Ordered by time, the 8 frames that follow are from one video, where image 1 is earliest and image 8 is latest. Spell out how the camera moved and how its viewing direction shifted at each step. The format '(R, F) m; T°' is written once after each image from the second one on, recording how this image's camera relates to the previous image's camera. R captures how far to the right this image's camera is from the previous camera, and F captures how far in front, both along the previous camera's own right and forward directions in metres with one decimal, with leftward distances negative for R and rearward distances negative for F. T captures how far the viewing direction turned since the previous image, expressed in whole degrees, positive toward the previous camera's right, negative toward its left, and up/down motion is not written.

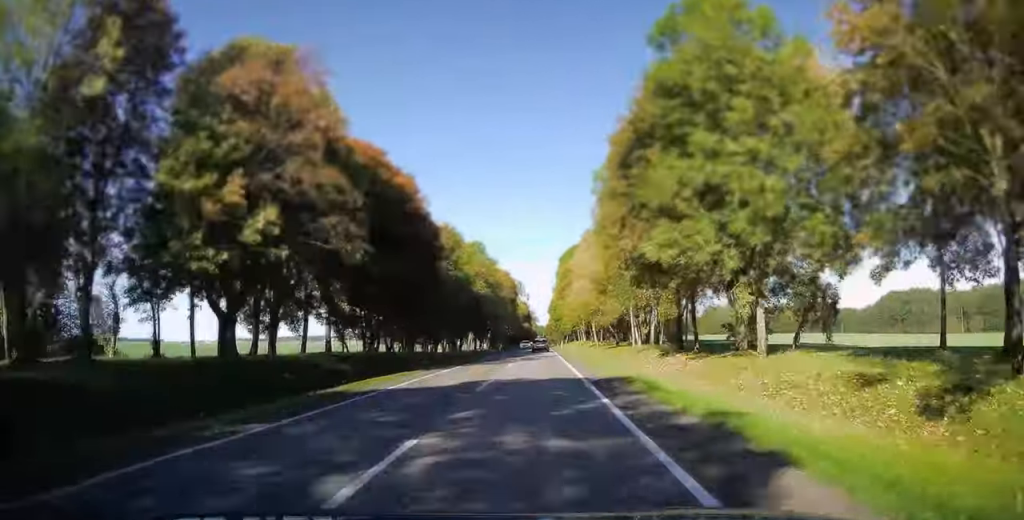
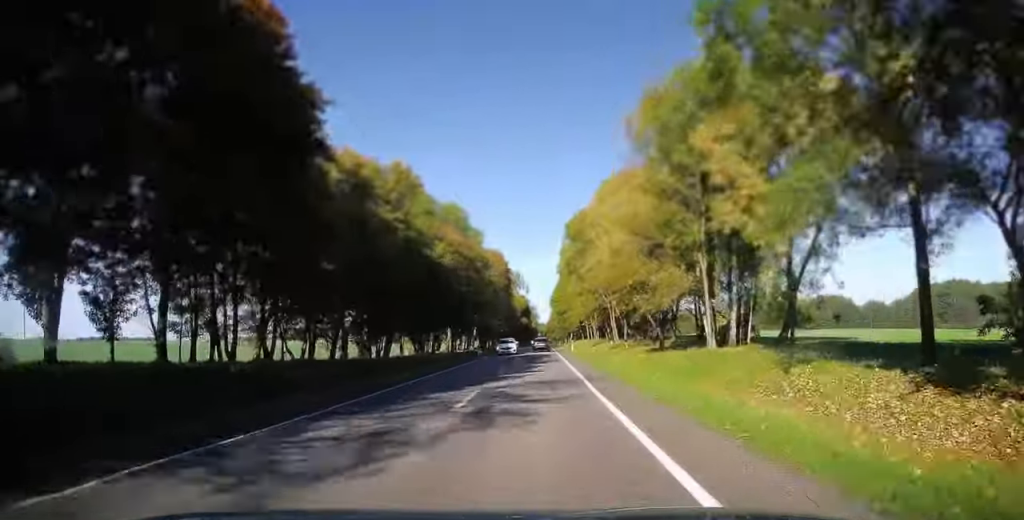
(-0.1, +28.3) m; 0°
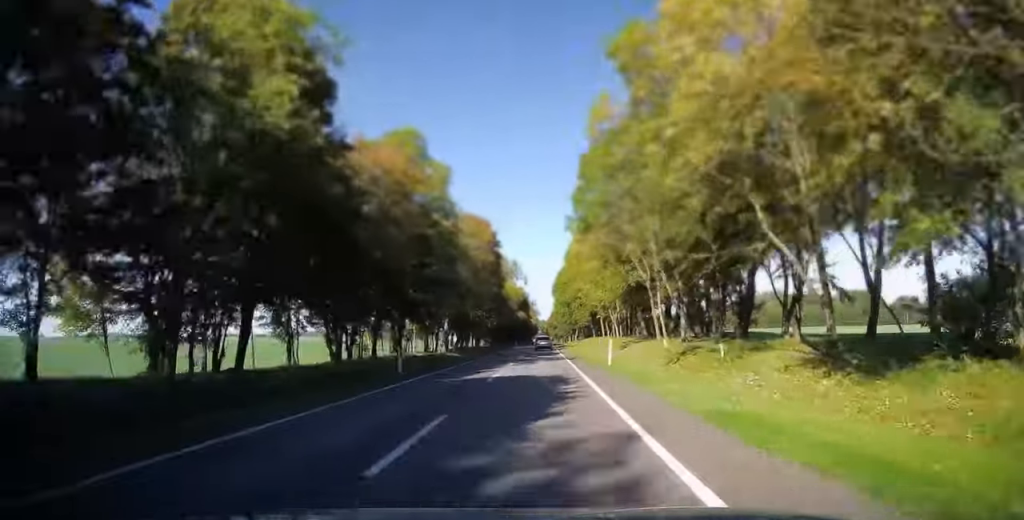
(0.0, +30.1) m; 0°
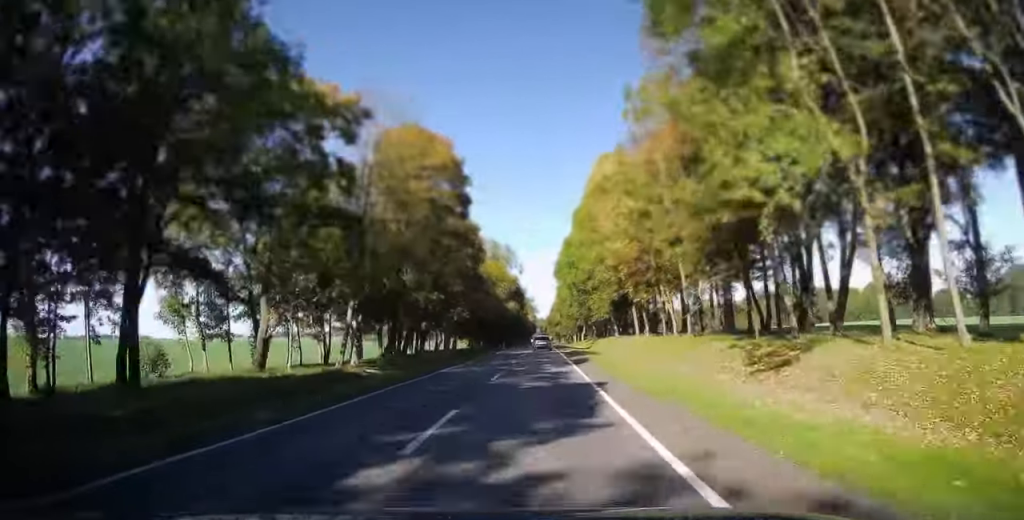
(-0.1, +35.2) m; 0°
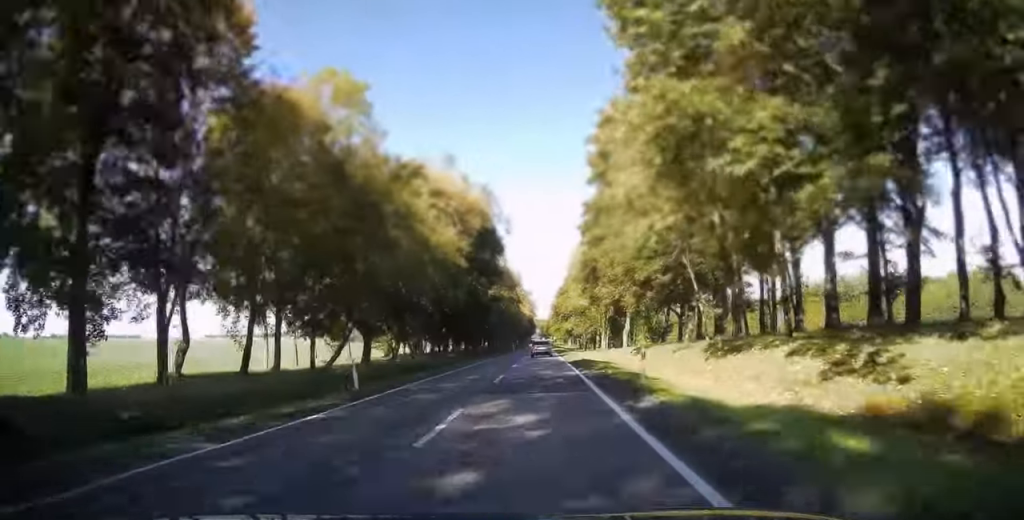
(+0.3, +72.7) m; 0°
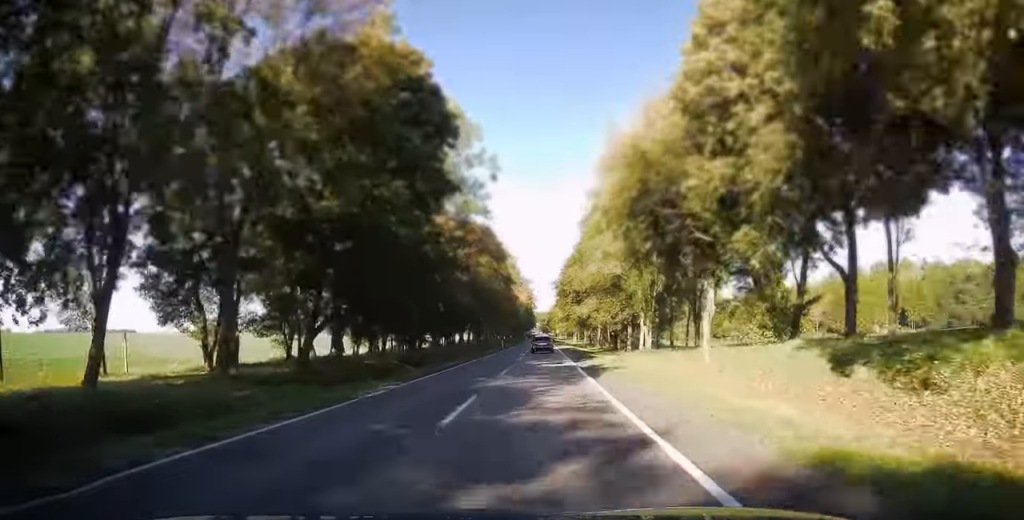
(0.0, +34.8) m; 0°
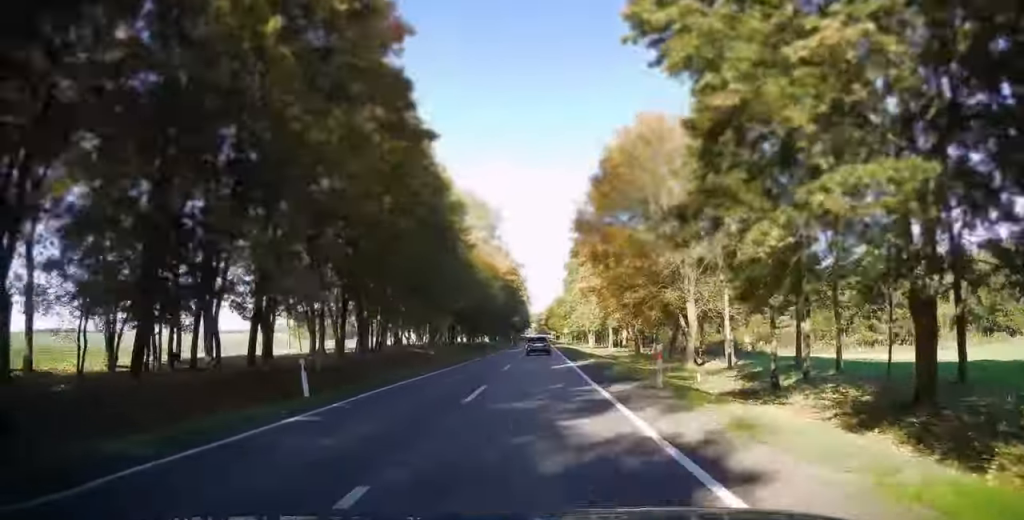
(-0.1, +70.0) m; 0°
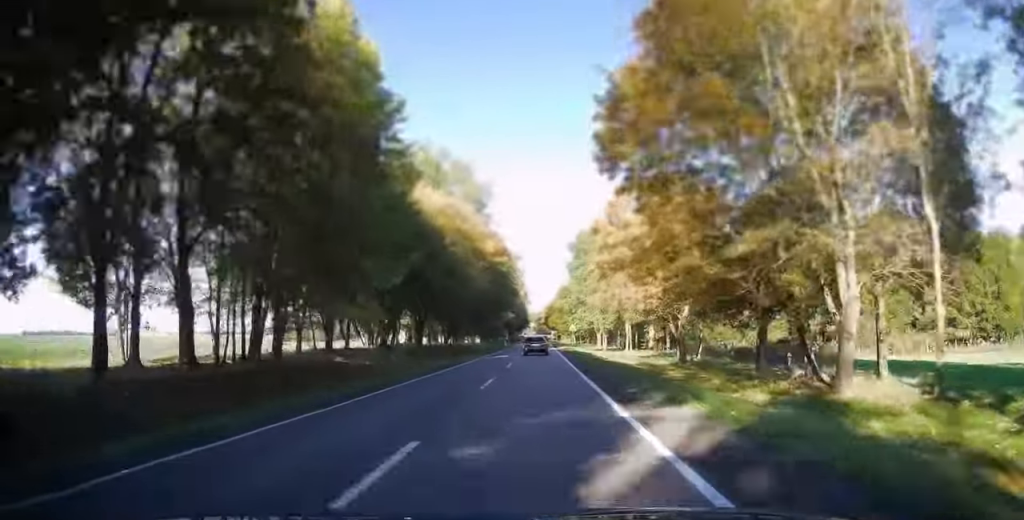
(0.0, +20.9) m; 0°
